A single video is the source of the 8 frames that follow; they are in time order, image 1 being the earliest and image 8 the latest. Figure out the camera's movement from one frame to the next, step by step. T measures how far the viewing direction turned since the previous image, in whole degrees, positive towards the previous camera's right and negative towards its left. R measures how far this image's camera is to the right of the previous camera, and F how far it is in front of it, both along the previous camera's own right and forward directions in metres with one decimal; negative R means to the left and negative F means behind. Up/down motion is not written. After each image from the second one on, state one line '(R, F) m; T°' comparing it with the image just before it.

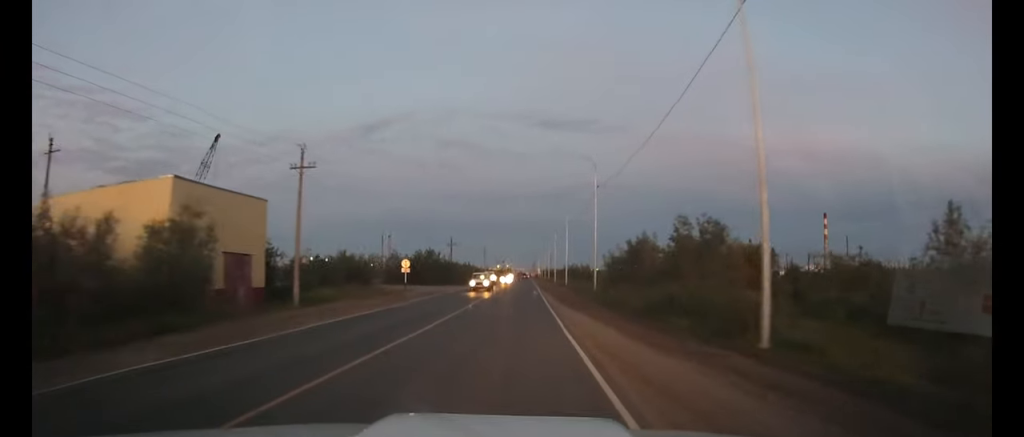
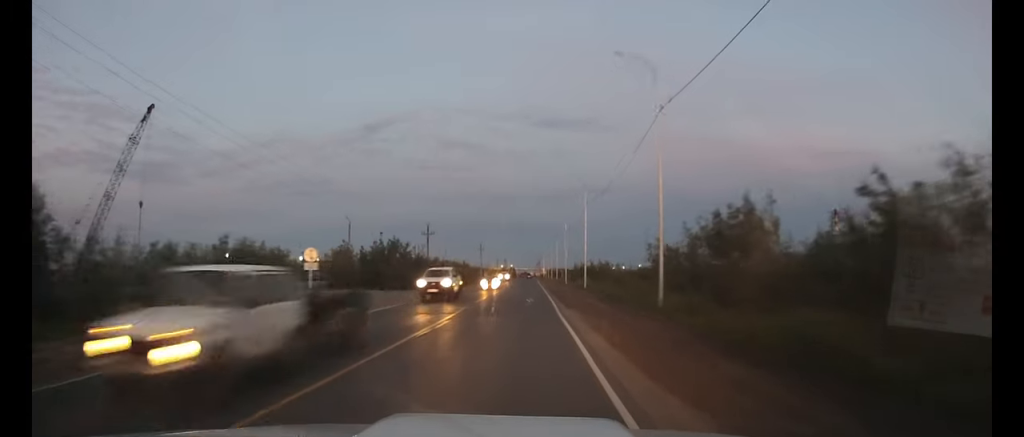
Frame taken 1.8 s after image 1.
(-0.1, +23.3) m; 0°
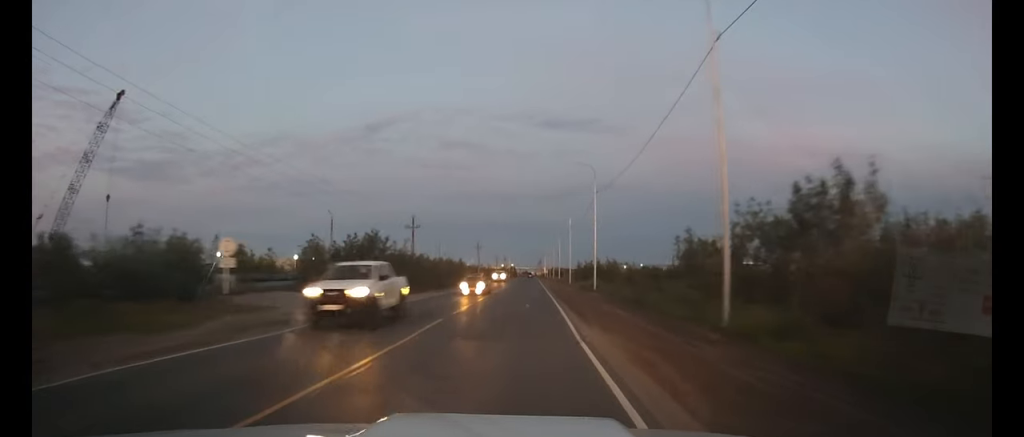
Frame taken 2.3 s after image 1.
(0.0, +8.4) m; 0°
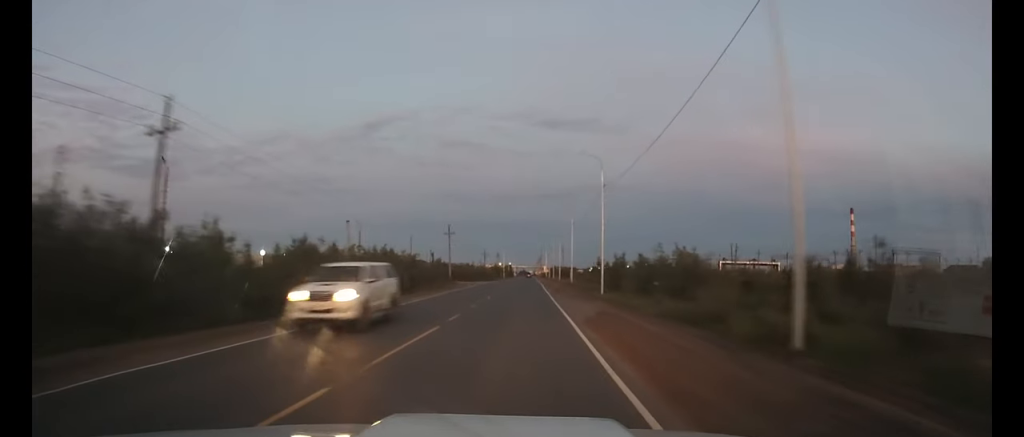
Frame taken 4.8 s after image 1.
(0.0, +39.7) m; 0°
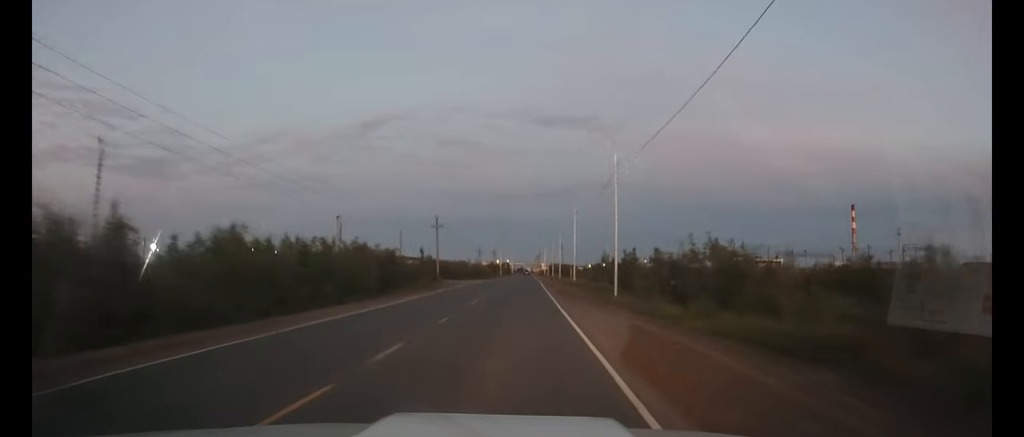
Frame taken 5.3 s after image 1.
(0.0, +8.8) m; 0°
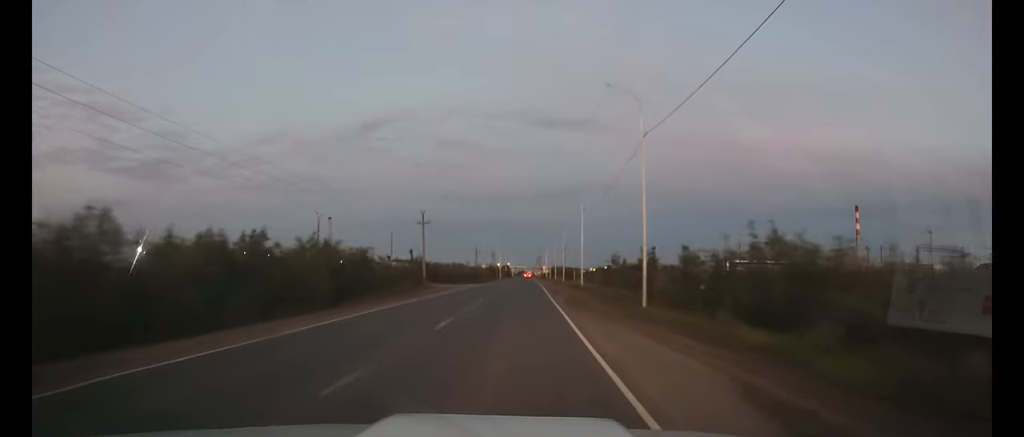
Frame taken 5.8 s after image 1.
(0.0, +9.4) m; 0°
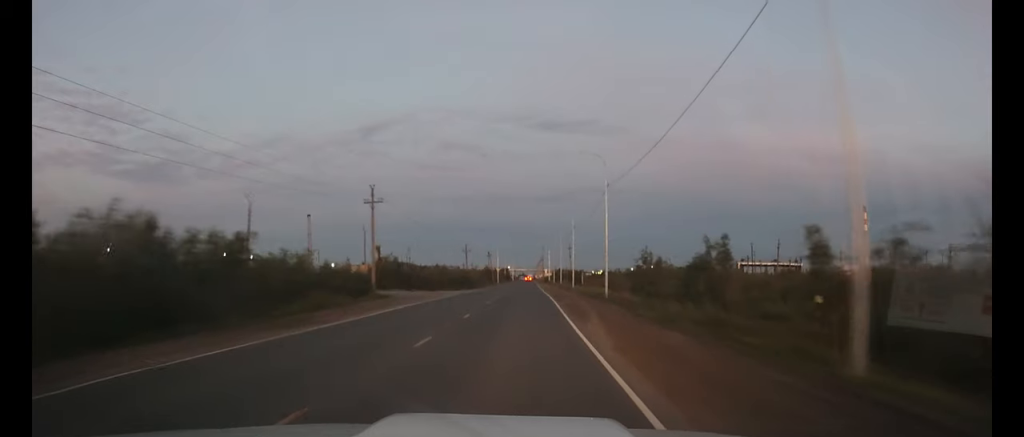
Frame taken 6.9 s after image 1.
(0.0, +19.9) m; 0°
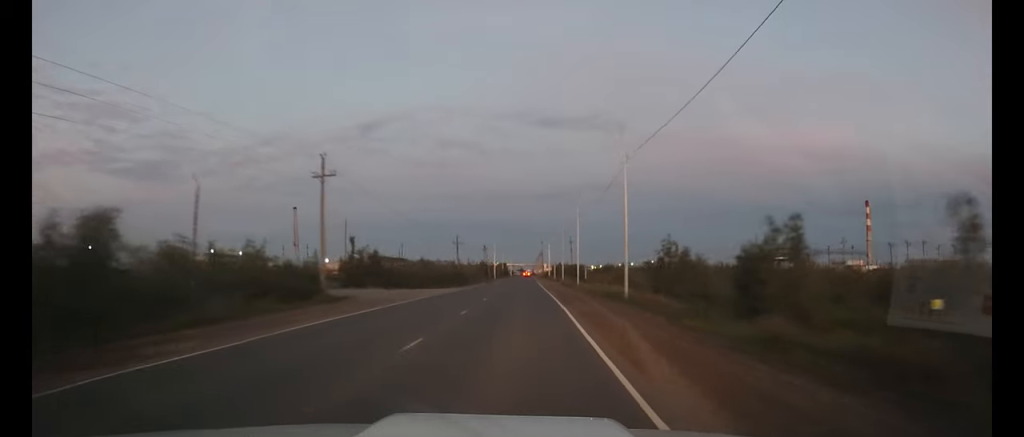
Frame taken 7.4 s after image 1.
(0.0, +9.8) m; 0°
